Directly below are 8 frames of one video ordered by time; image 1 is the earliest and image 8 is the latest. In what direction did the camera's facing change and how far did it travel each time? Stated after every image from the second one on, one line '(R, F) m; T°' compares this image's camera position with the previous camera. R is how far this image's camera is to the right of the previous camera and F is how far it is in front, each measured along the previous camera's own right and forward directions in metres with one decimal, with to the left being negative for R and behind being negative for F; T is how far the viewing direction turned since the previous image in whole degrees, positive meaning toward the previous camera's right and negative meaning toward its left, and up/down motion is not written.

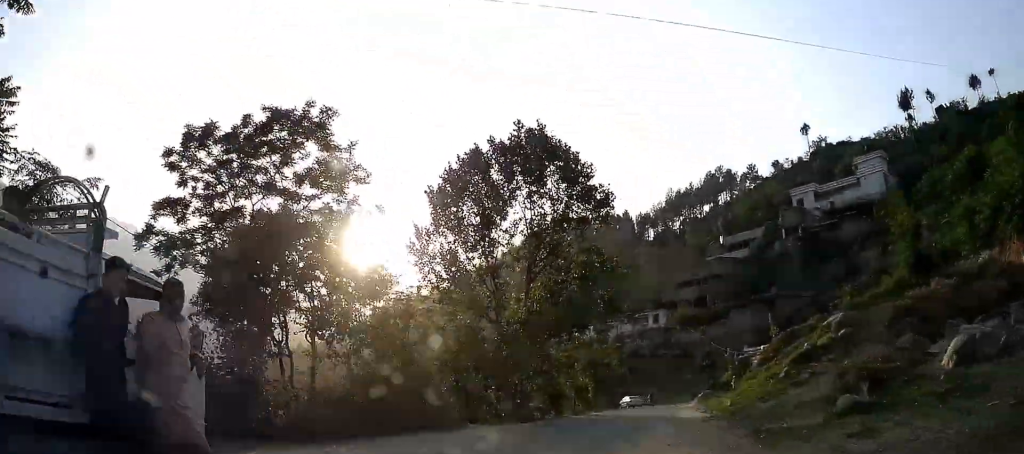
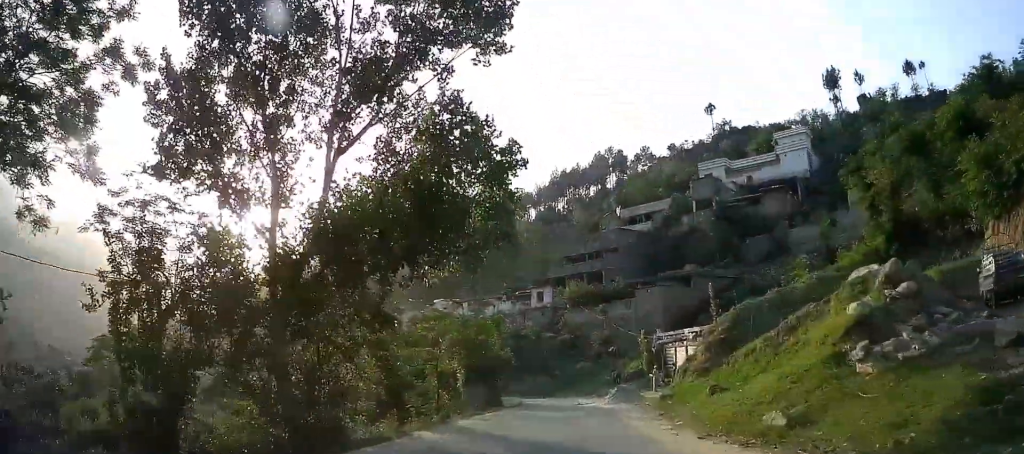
(+1.4, +13.6) m; +11°
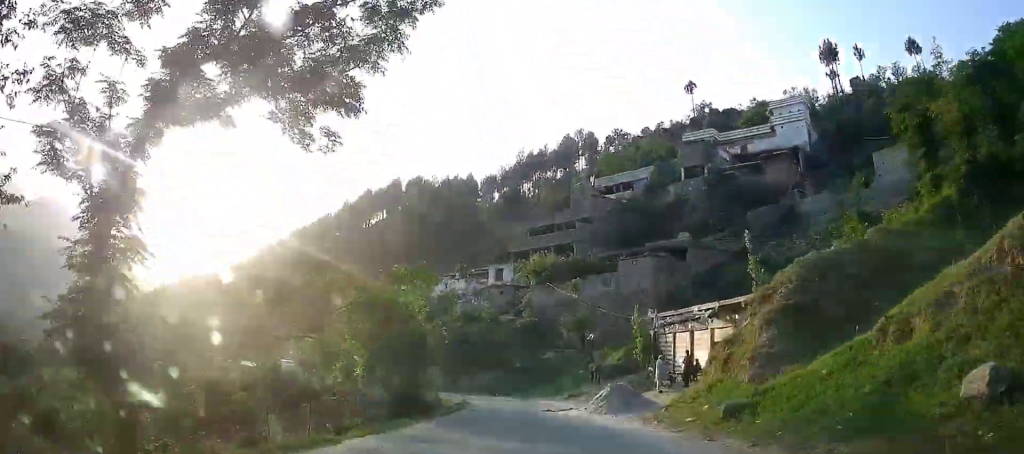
(+0.8, +11.2) m; +5°
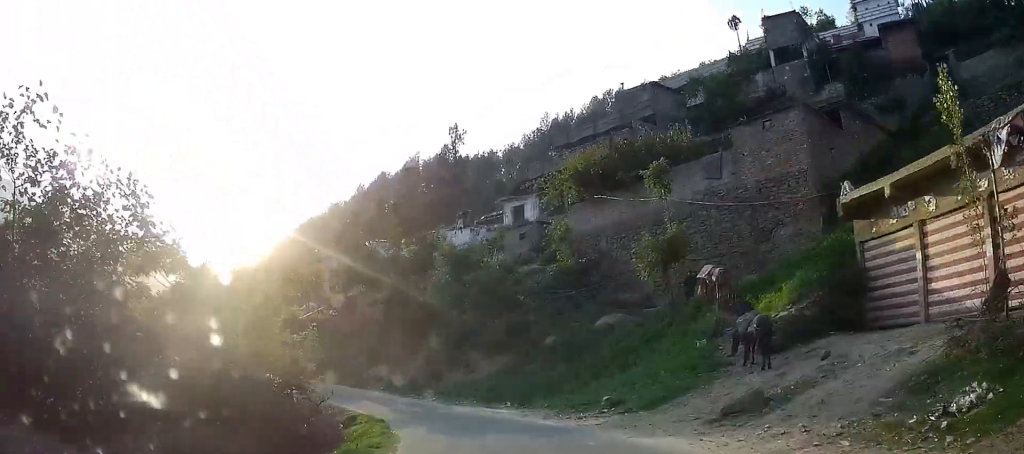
(+0.4, +23.1) m; -2°
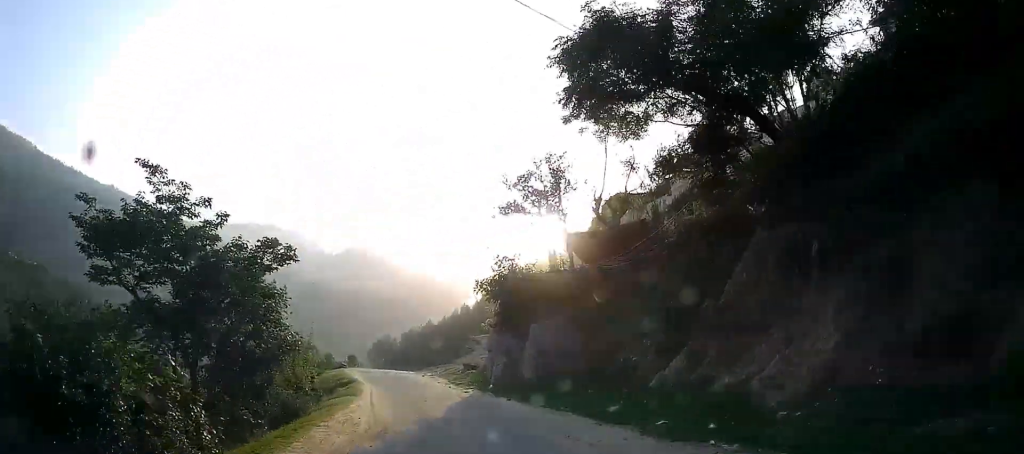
(-3.7, +25.3) m; -24°
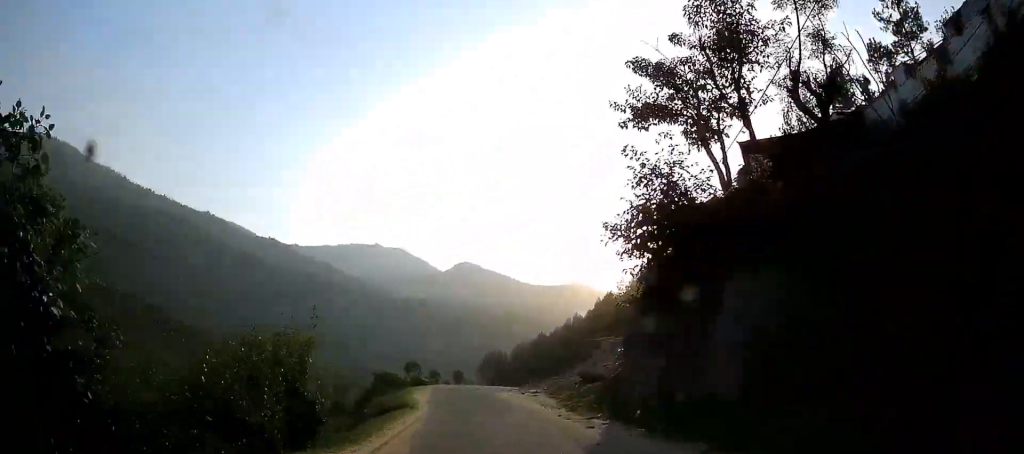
(-1.0, +10.2) m; -13°
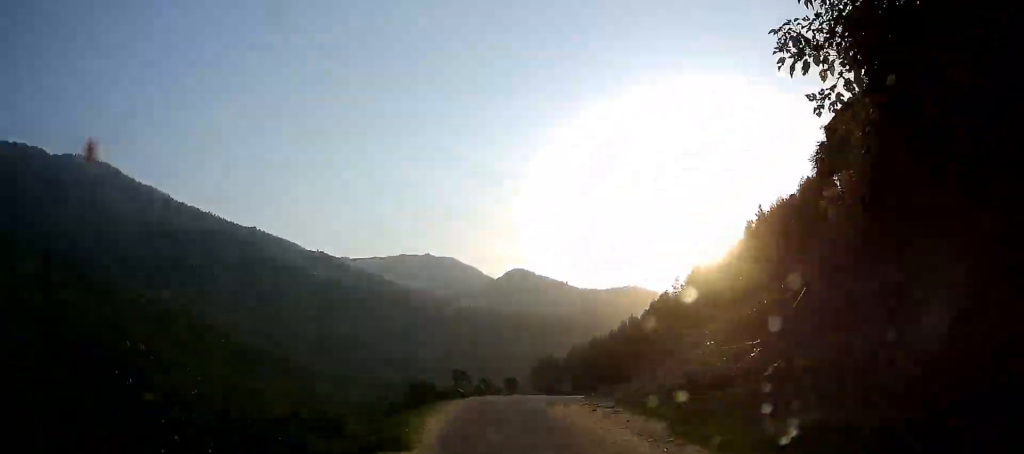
(-1.0, +7.4) m; -5°
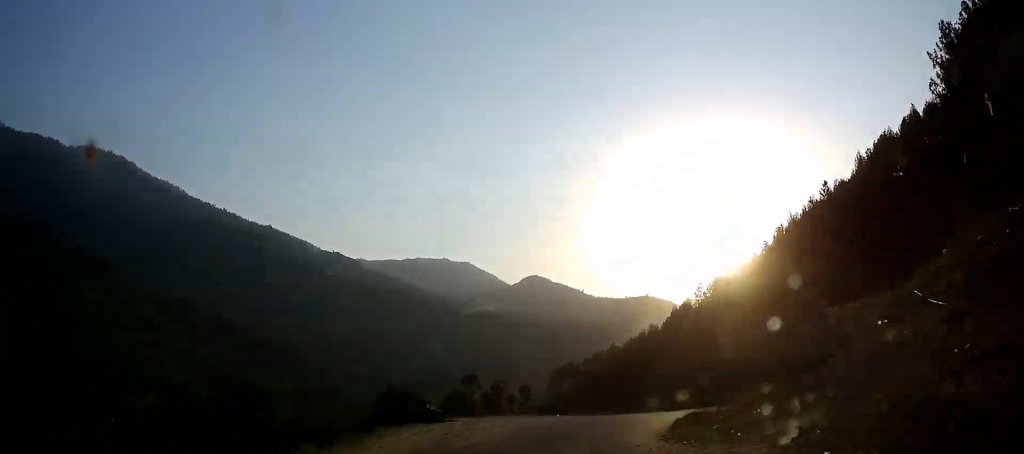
(-1.5, +13.3) m; -4°
